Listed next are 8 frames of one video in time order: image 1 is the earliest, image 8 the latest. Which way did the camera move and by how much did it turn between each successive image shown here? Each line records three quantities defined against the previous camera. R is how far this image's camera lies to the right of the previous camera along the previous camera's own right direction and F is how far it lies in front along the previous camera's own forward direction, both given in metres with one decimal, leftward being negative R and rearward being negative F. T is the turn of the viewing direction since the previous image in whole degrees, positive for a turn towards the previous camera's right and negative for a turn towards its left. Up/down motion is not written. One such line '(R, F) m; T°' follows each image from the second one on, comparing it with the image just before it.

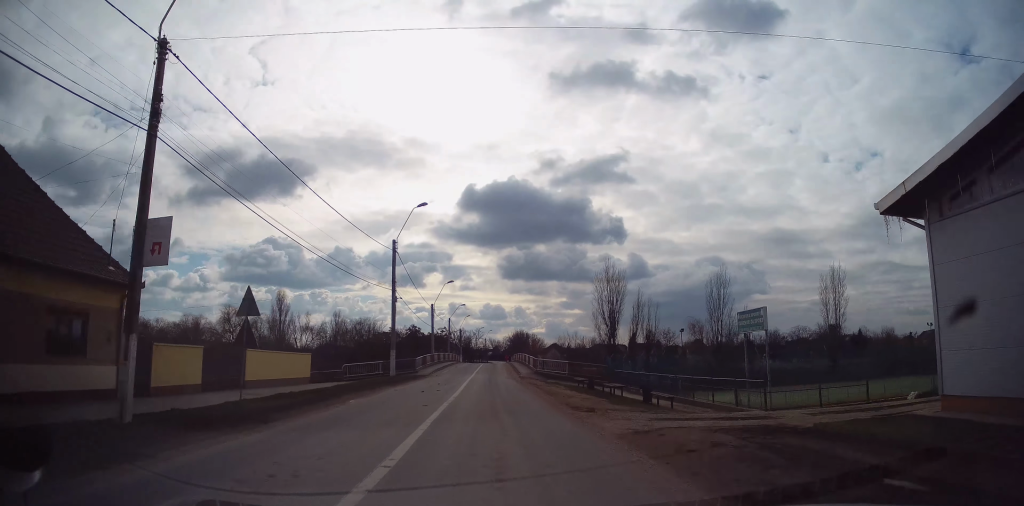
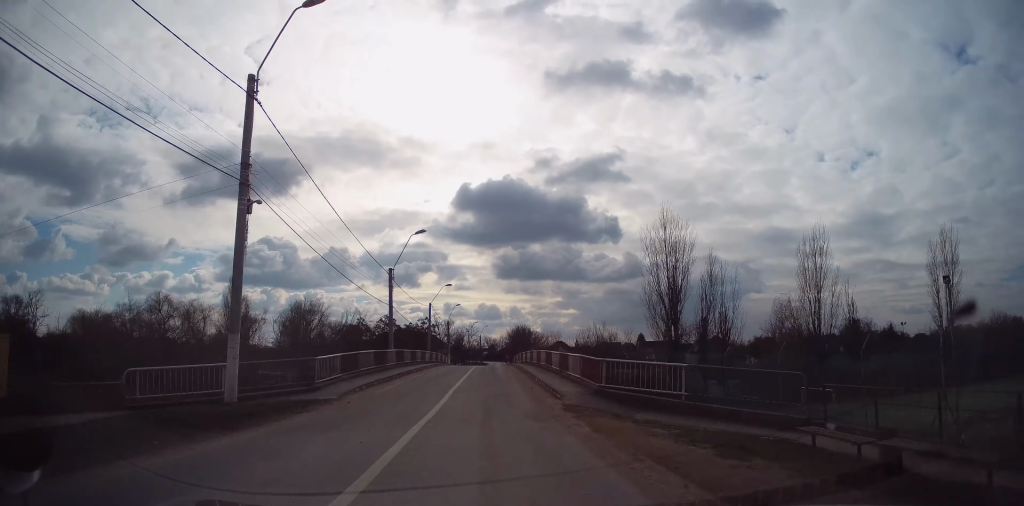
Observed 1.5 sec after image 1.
(+0.2, +22.7) m; +2°
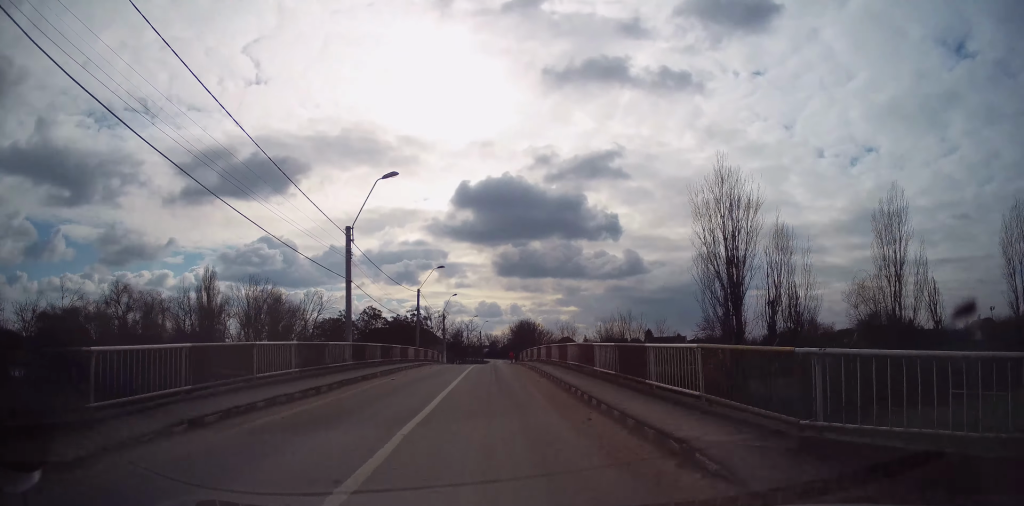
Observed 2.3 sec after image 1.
(+0.2, +11.1) m; 0°
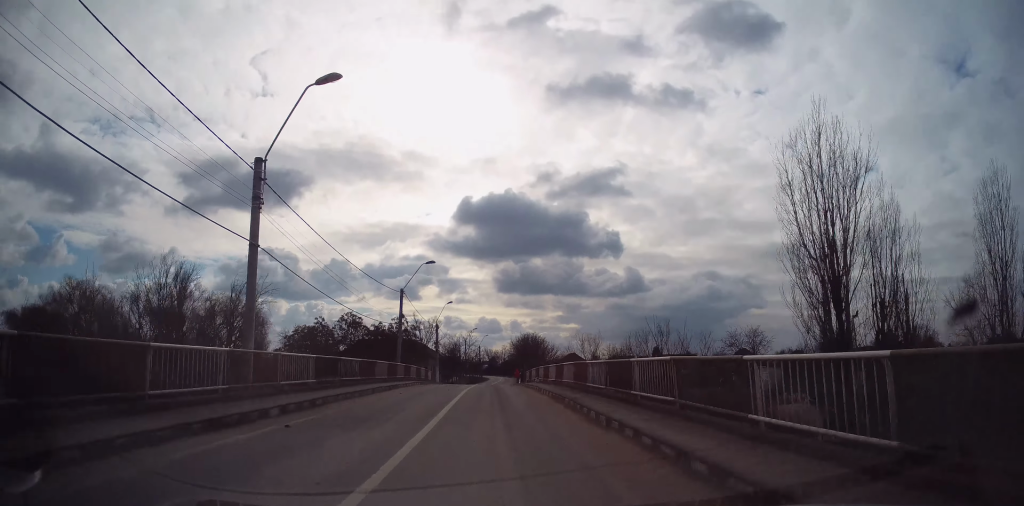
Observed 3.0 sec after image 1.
(-0.2, +10.8) m; -1°
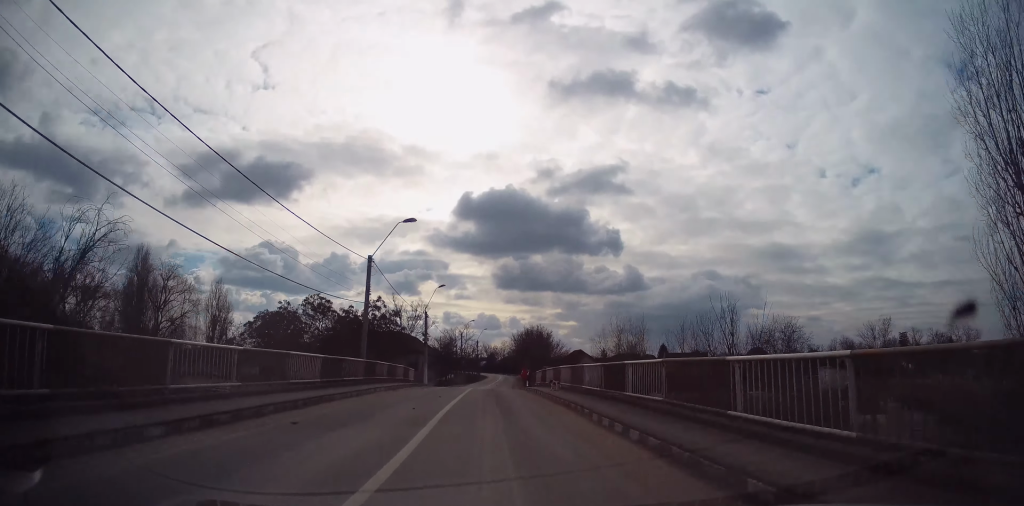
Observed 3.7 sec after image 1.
(-0.1, +11.5) m; 0°
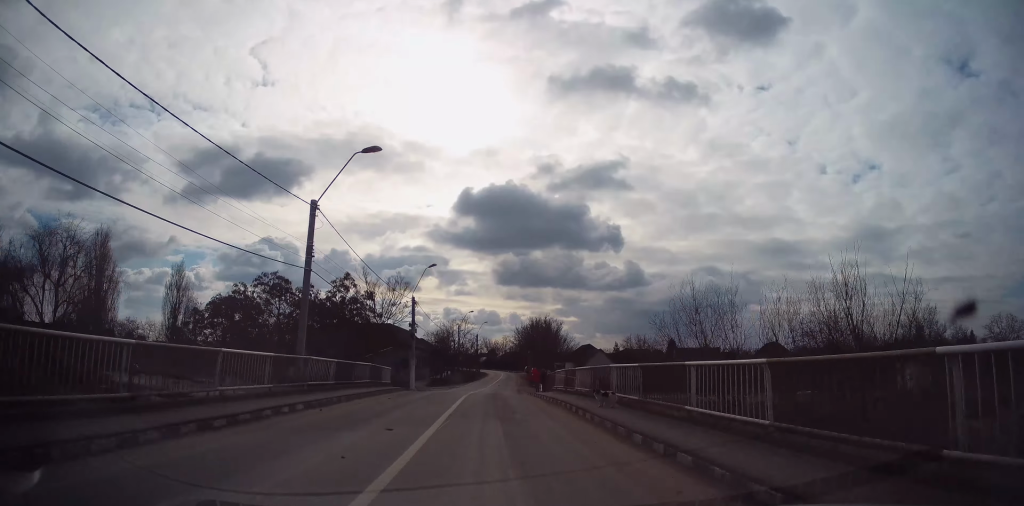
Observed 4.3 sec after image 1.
(0.0, +10.1) m; 0°
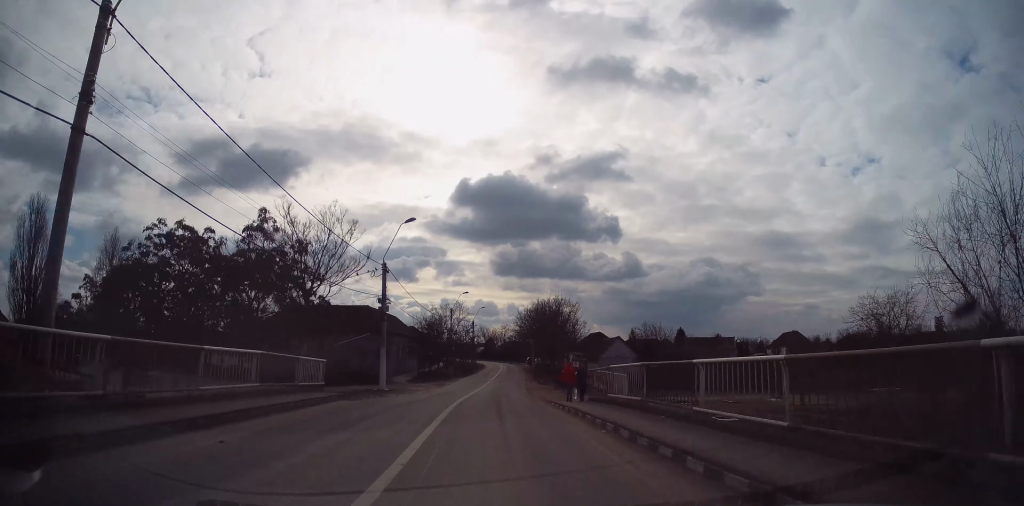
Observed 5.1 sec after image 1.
(0.0, +12.6) m; +1°
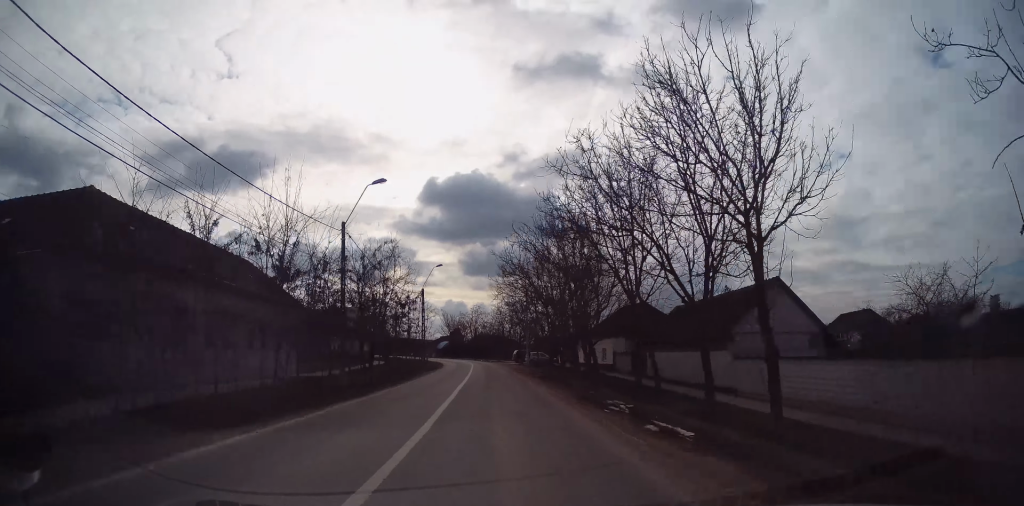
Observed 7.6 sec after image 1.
(+1.0, +42.5) m; +2°
